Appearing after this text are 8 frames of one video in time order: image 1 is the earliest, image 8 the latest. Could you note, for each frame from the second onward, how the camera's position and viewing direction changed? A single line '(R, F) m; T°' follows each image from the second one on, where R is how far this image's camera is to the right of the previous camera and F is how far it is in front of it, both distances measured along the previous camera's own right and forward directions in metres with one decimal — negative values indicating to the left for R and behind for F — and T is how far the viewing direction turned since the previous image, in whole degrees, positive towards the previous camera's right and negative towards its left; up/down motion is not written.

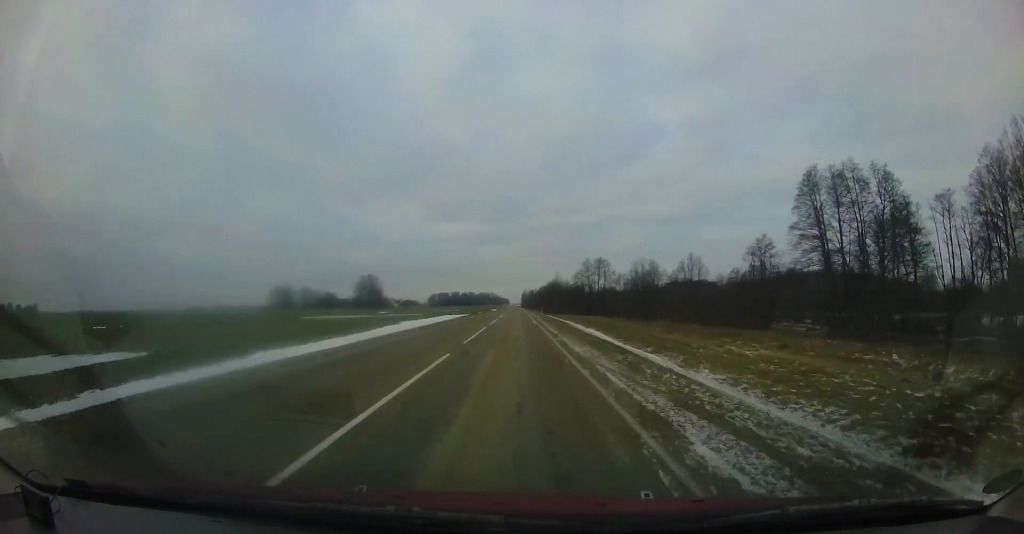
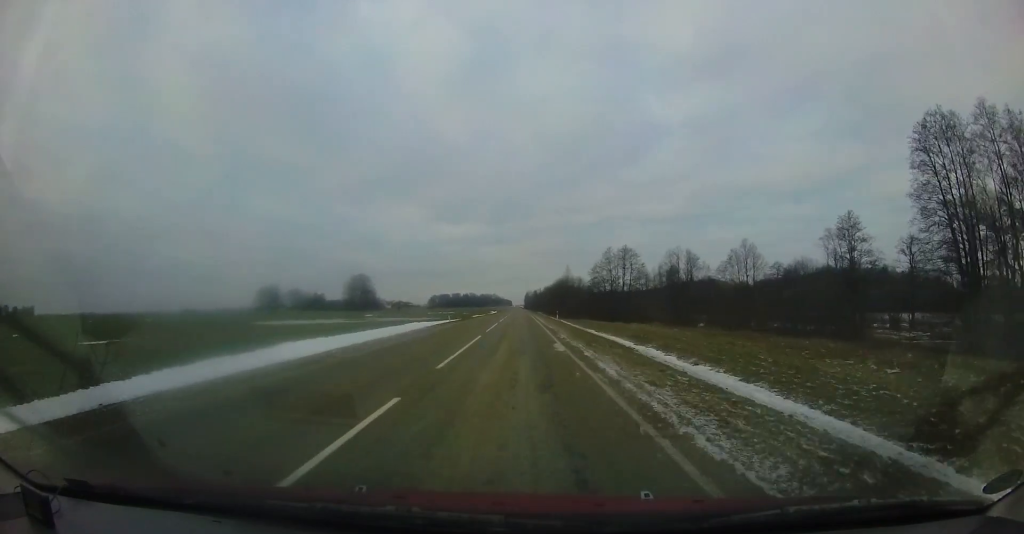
(+0.2, +17.0) m; 0°
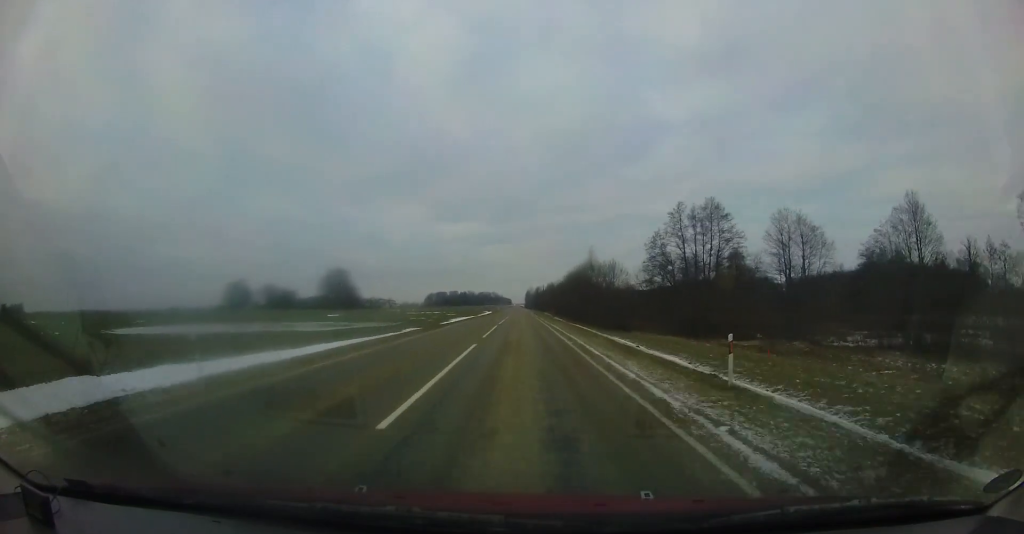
(-0.7, +28.1) m; -1°
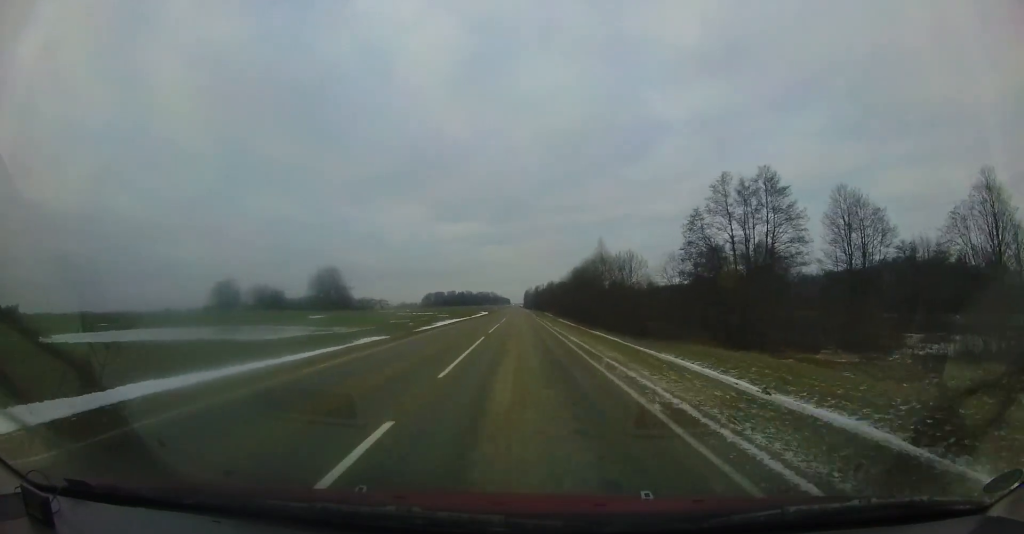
(-0.1, +8.7) m; 0°
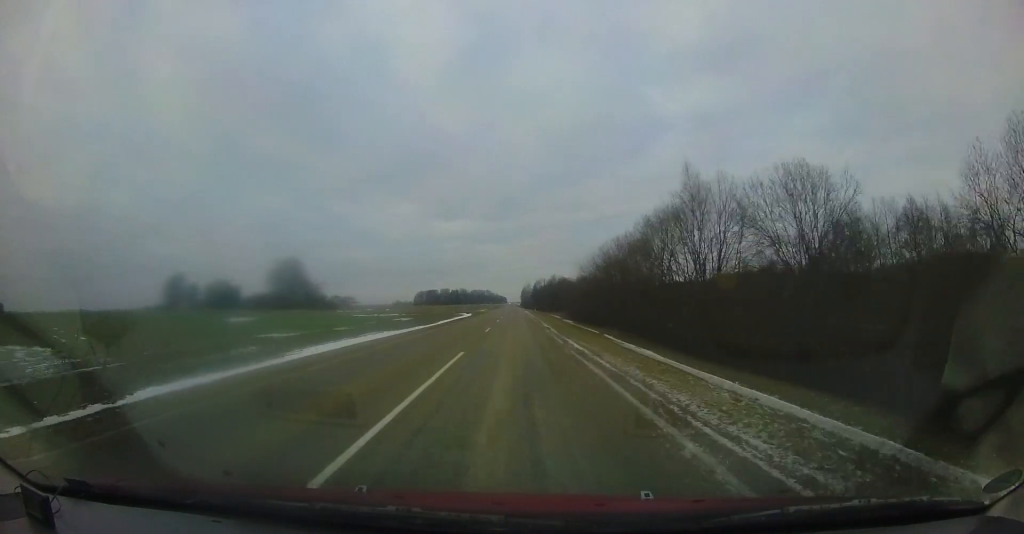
(+0.8, +29.2) m; +2°
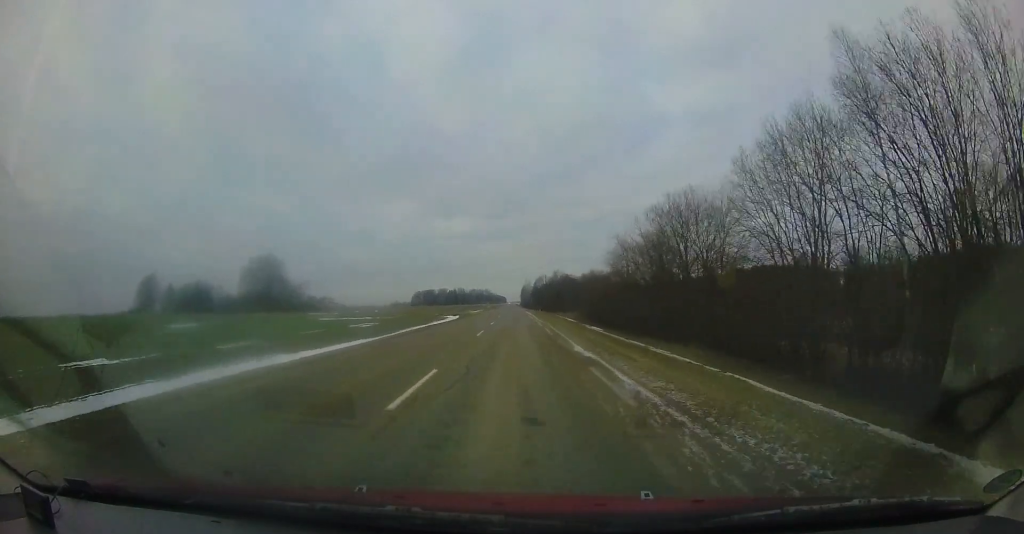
(0.0, +15.4) m; 0°
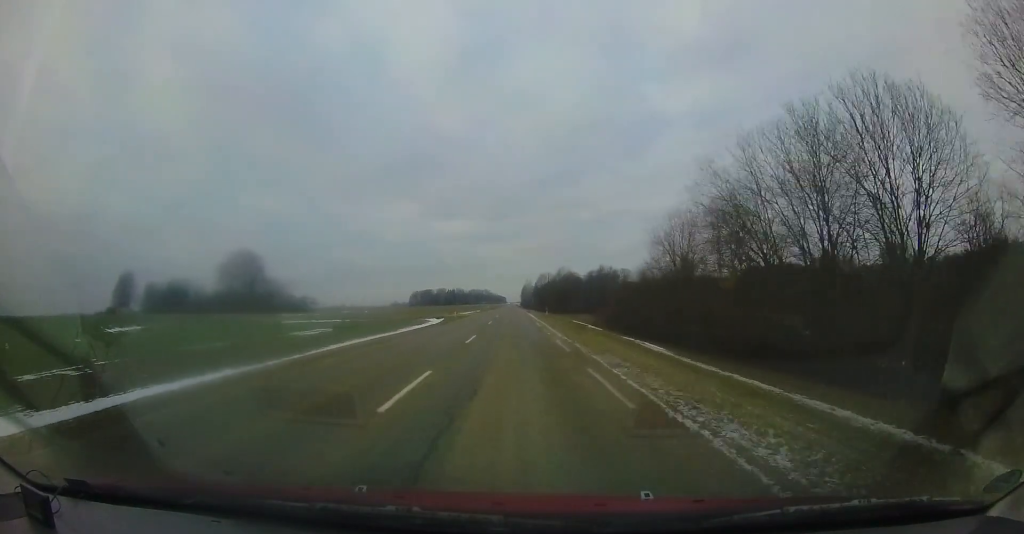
(0.0, +12.2) m; -1°
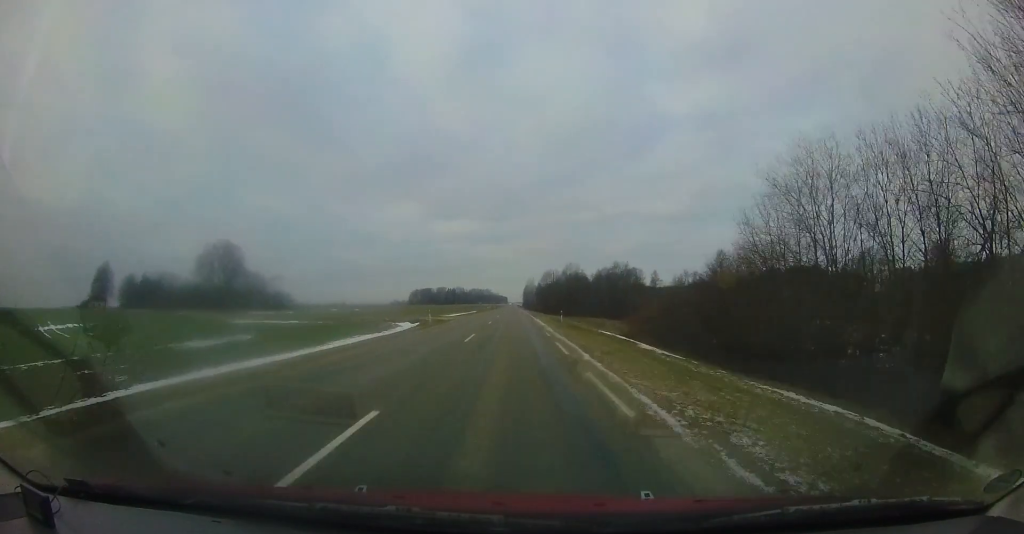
(-0.2, +12.3) m; -1°
